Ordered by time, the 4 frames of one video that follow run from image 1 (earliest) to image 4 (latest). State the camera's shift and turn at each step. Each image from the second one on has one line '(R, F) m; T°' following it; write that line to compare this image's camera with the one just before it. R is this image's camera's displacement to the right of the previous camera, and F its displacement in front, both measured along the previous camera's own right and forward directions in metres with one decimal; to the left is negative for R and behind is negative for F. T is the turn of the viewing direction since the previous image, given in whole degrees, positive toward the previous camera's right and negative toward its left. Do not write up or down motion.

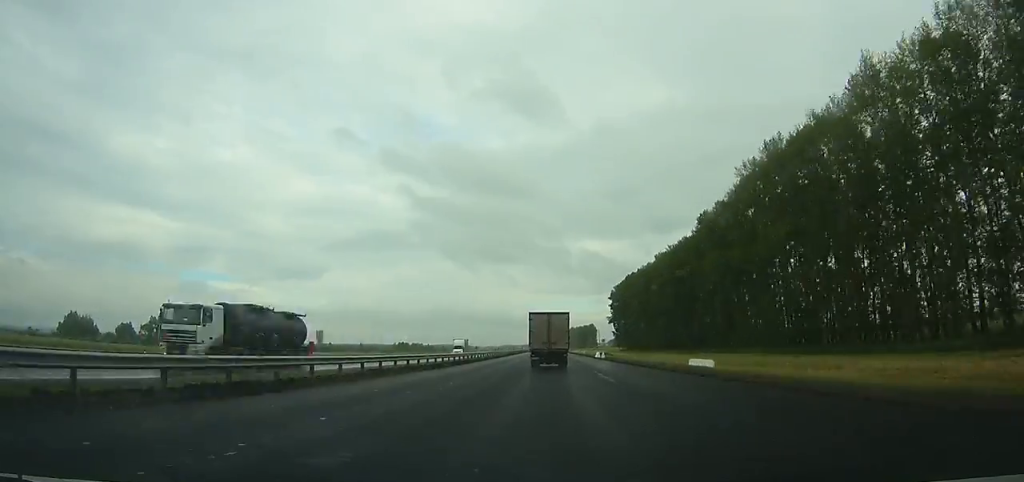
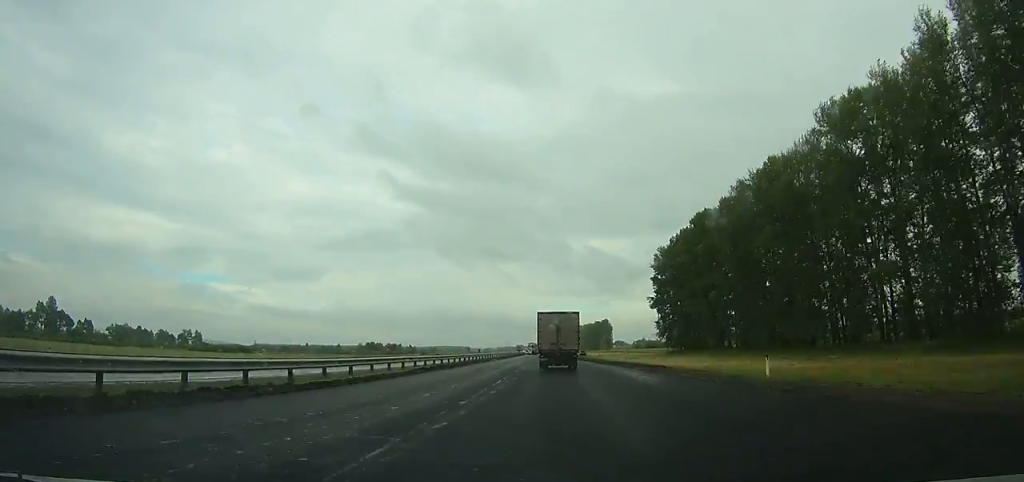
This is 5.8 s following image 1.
(-0.1, +105.9) m; 0°
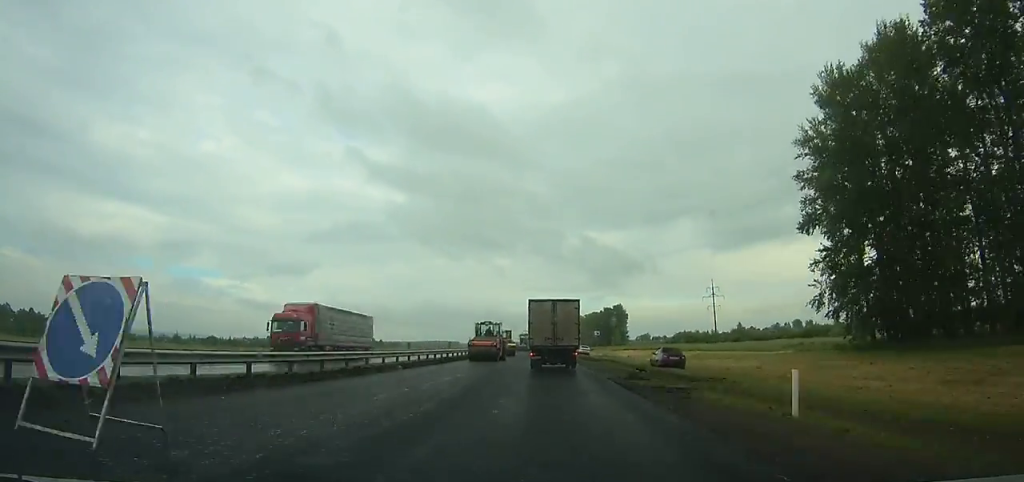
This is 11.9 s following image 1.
(+0.6, +105.5) m; +1°
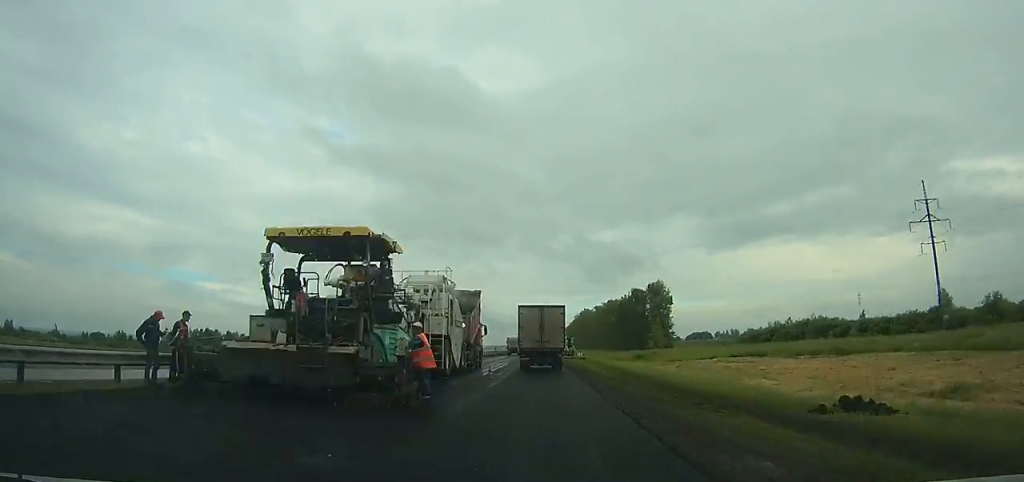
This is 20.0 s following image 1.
(-0.7, +120.5) m; -1°
